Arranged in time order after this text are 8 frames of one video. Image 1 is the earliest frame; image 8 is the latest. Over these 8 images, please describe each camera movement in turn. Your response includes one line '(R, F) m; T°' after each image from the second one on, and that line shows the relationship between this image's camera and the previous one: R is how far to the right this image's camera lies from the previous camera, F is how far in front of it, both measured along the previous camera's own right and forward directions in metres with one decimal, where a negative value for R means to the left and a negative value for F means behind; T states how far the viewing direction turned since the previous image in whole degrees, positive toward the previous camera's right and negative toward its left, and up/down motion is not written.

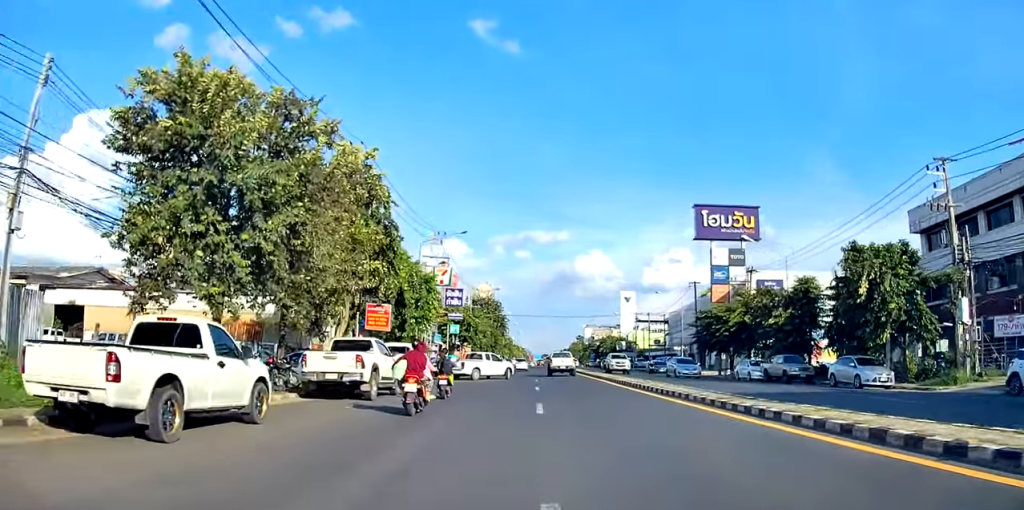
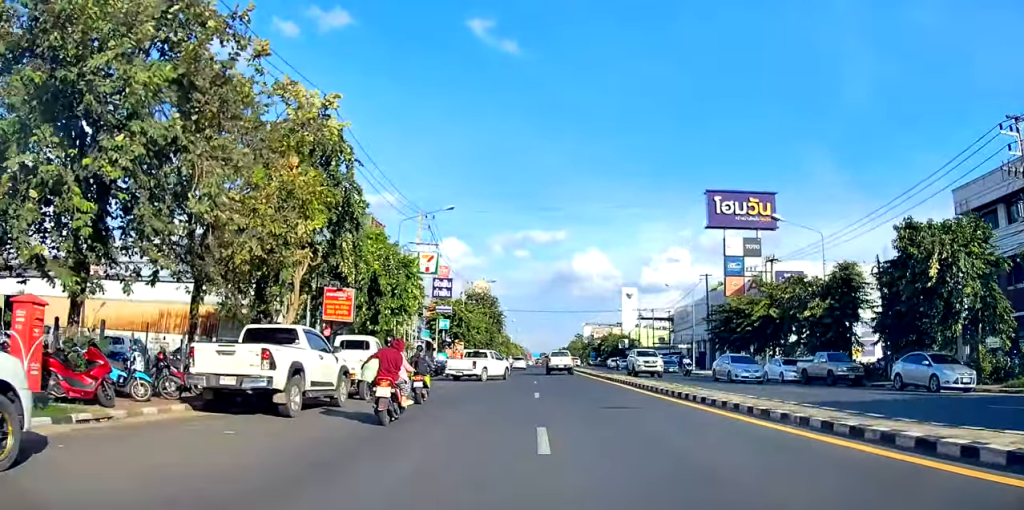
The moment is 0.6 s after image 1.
(-0.1, +6.4) m; -1°
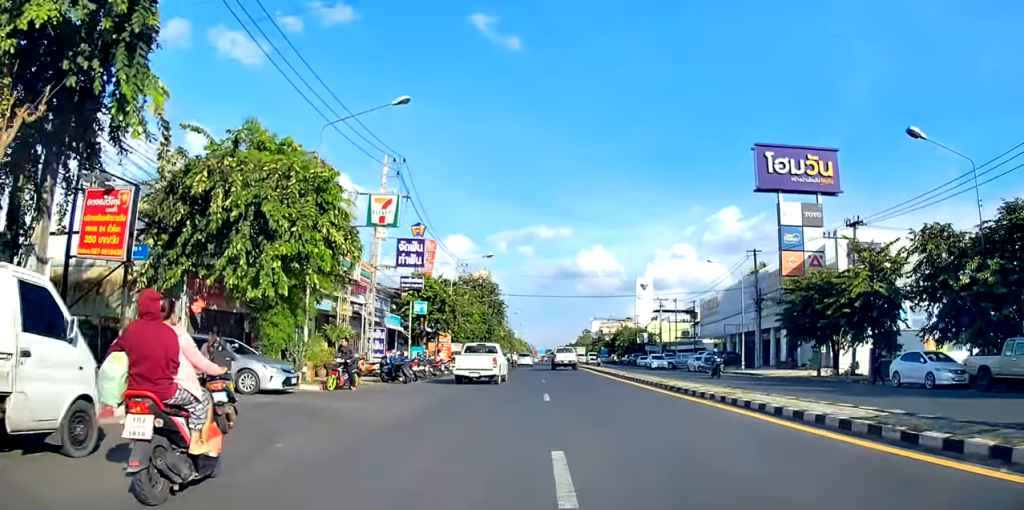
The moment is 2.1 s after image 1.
(-0.3, +14.7) m; -1°
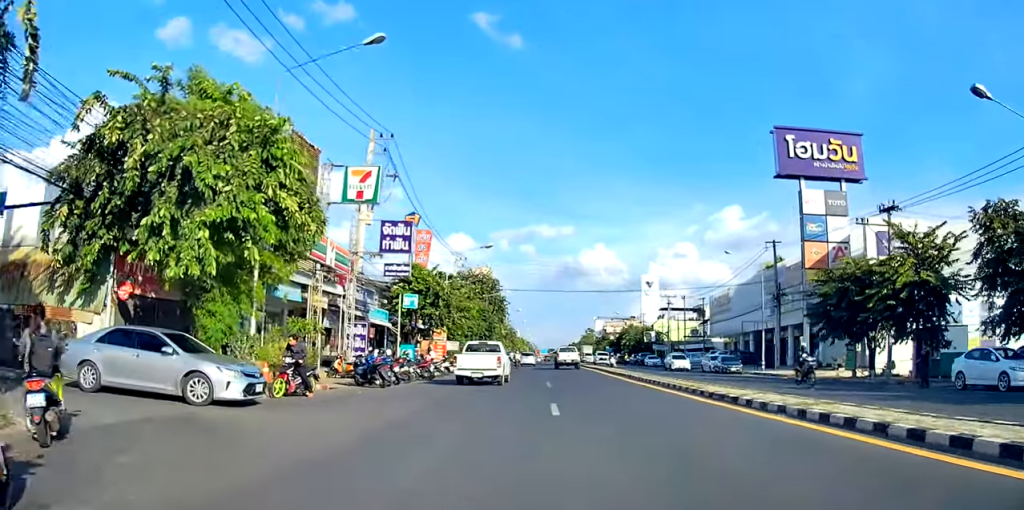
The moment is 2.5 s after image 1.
(0.0, +4.4) m; 0°
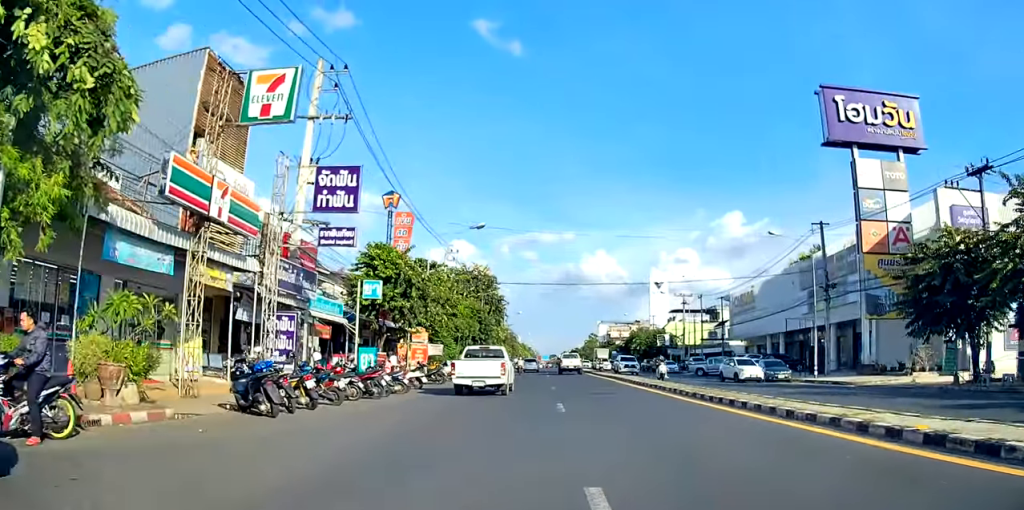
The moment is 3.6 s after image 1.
(0.0, +9.9) m; 0°
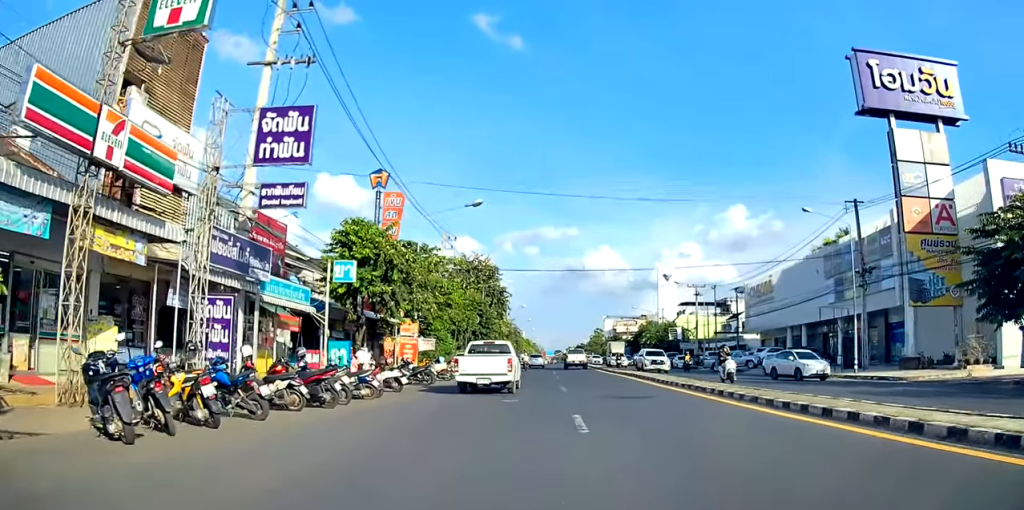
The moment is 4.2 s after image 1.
(0.0, +5.1) m; 0°
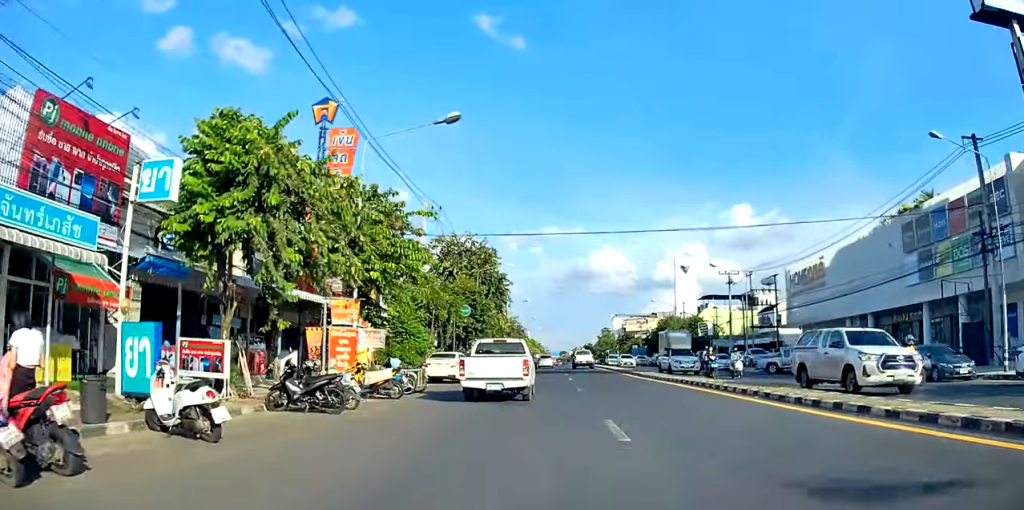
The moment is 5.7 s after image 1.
(0.0, +13.2) m; +2°
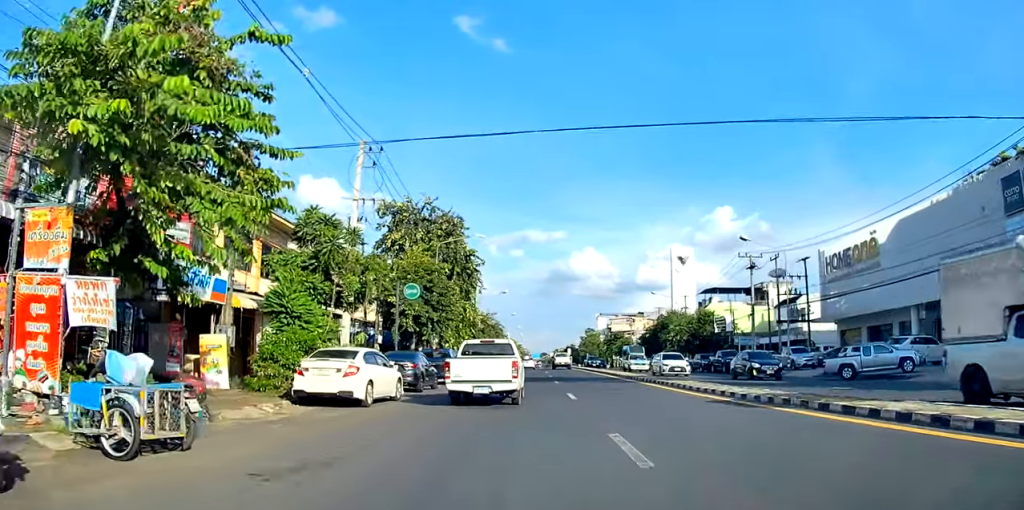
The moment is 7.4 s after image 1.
(+0.7, +14.1) m; +3°
